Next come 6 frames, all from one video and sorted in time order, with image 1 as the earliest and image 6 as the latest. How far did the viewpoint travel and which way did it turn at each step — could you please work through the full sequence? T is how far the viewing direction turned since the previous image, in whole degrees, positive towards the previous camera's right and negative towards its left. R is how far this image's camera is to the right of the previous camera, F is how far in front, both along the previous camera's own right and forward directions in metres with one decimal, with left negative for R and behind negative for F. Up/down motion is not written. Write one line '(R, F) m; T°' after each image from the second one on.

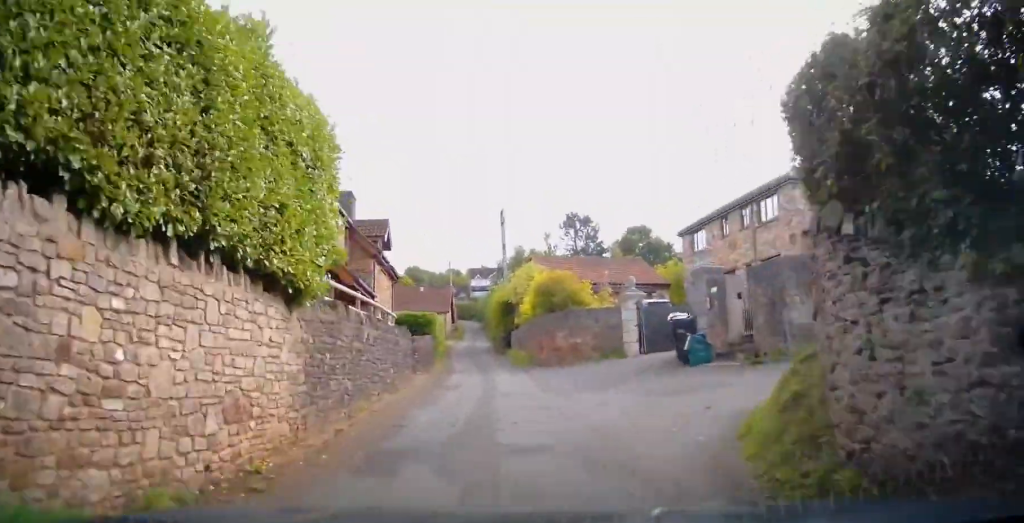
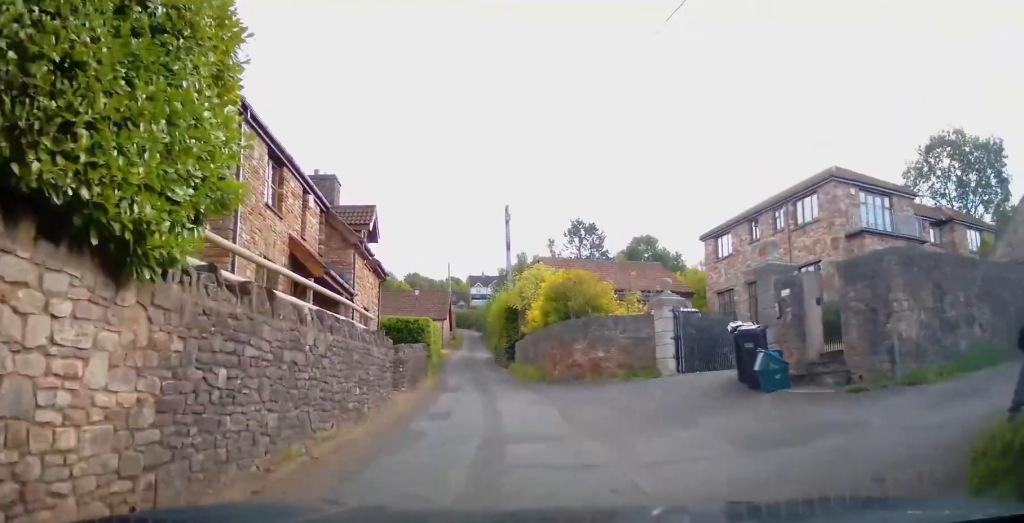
(+0.1, +3.8) m; 0°
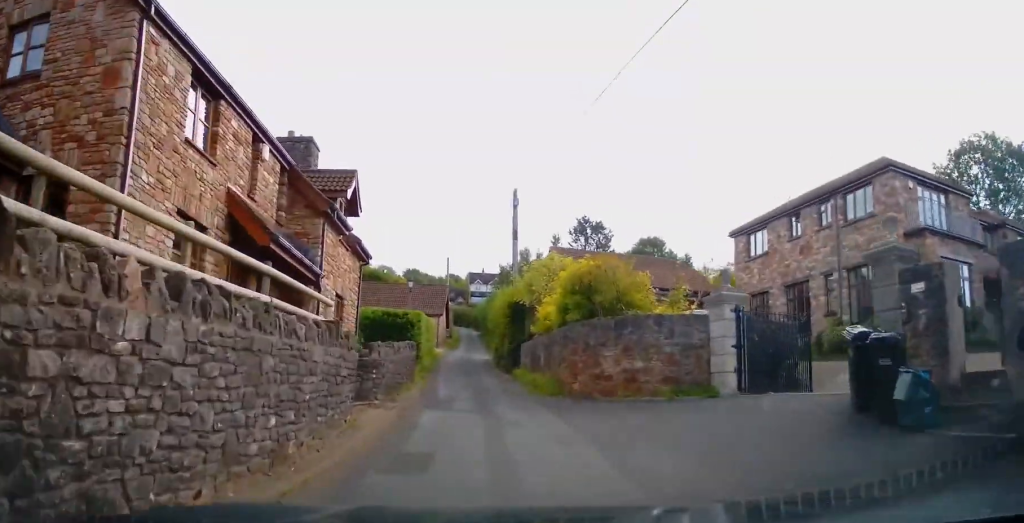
(+0.2, +4.2) m; 0°
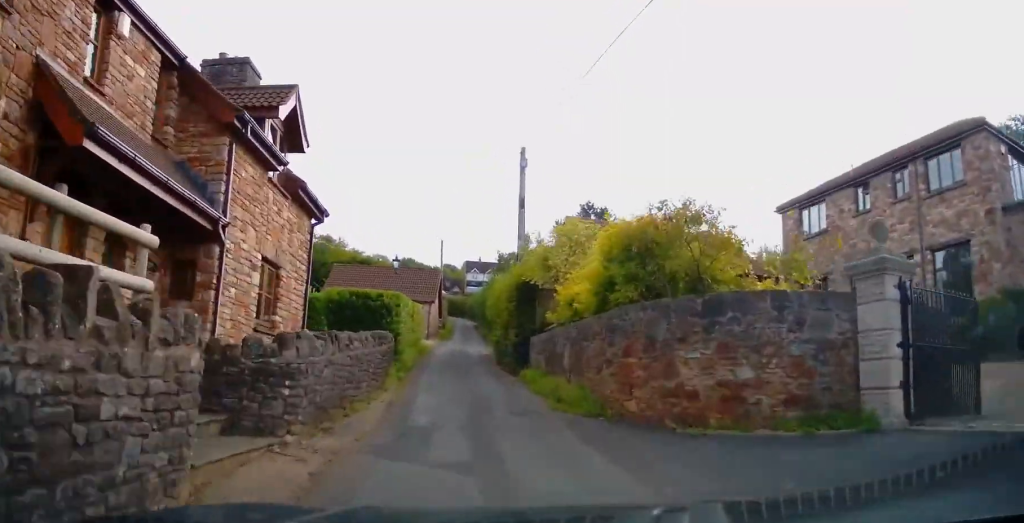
(-0.1, +5.6) m; -1°
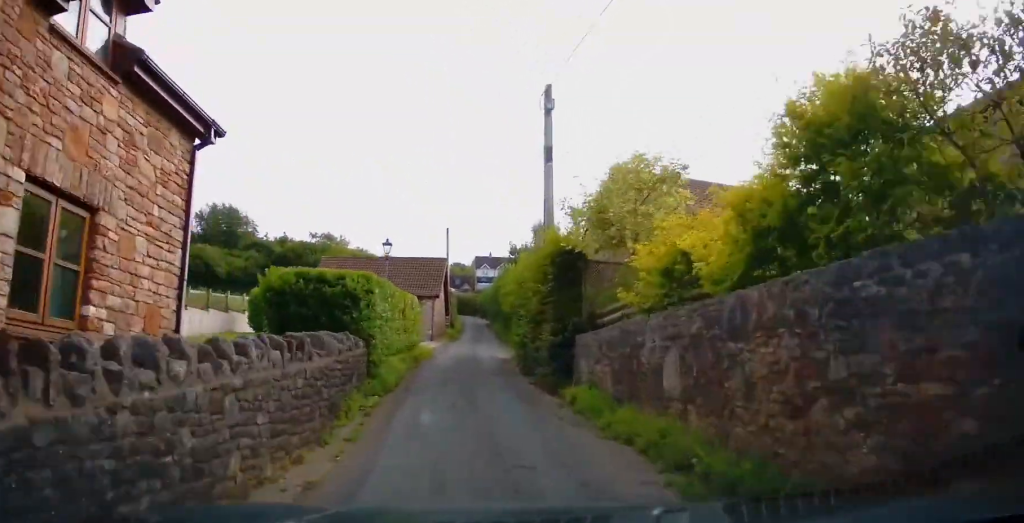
(-0.1, +6.3) m; -1°
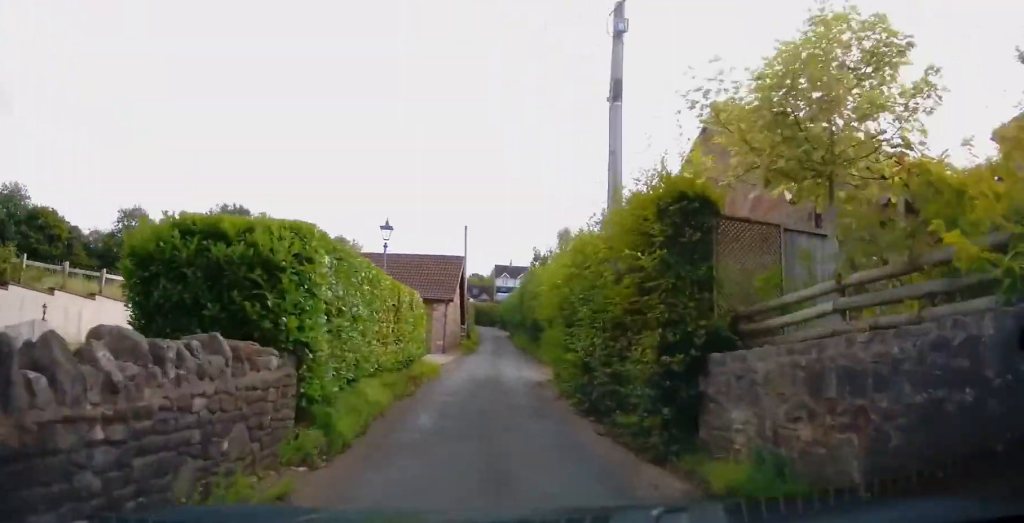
(0.0, +5.8) m; +1°
